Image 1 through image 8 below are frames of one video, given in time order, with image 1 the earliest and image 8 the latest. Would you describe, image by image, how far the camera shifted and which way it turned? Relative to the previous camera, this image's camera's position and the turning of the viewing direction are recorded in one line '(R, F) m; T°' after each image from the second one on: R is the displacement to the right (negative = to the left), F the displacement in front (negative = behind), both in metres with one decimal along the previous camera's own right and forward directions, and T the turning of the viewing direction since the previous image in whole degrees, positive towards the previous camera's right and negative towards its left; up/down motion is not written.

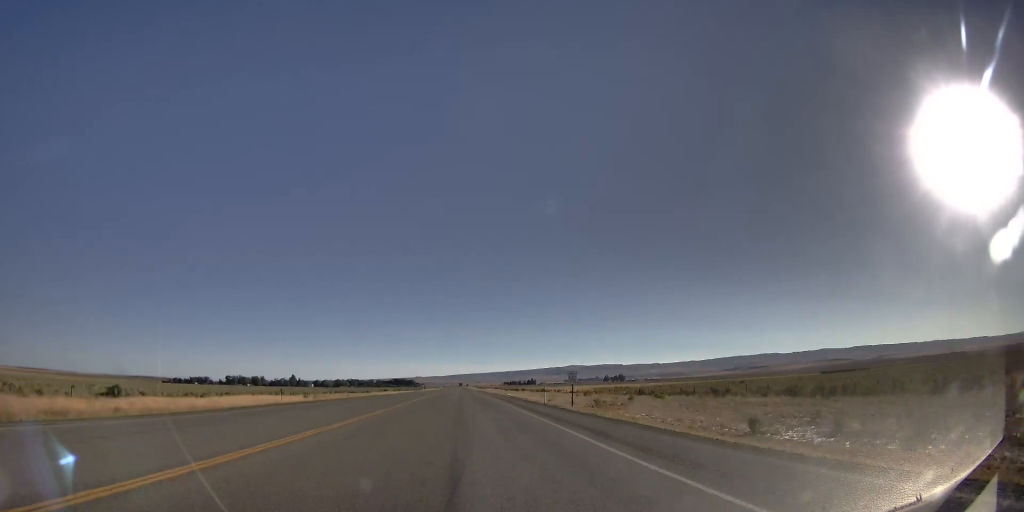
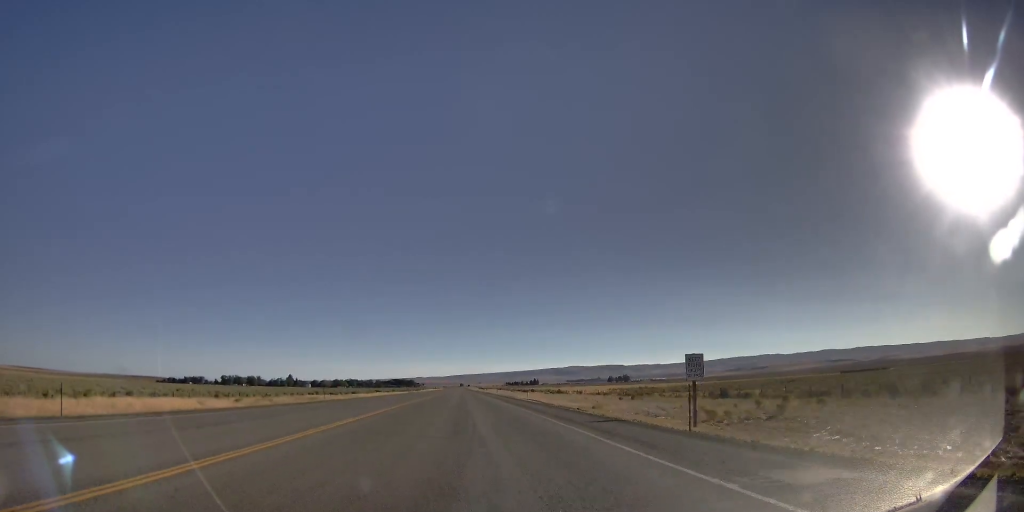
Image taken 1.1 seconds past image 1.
(+0.6, +31.5) m; -1°
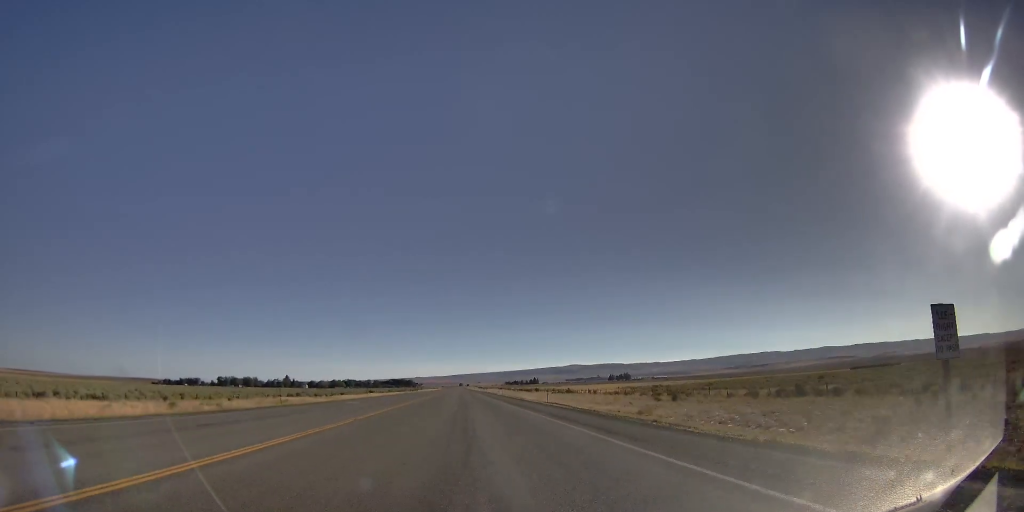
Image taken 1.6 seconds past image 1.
(-0.1, +16.8) m; -1°
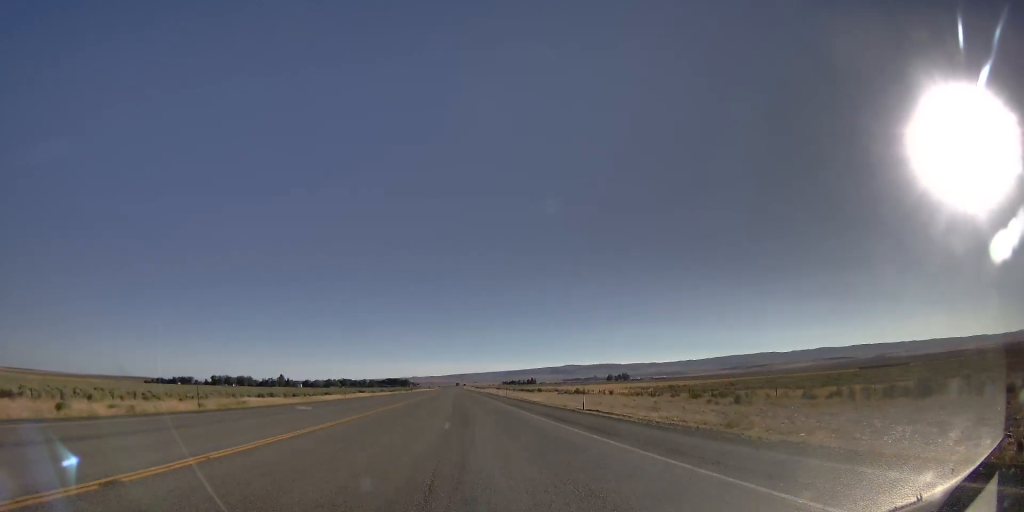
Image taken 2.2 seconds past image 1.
(-0.9, +16.8) m; 0°
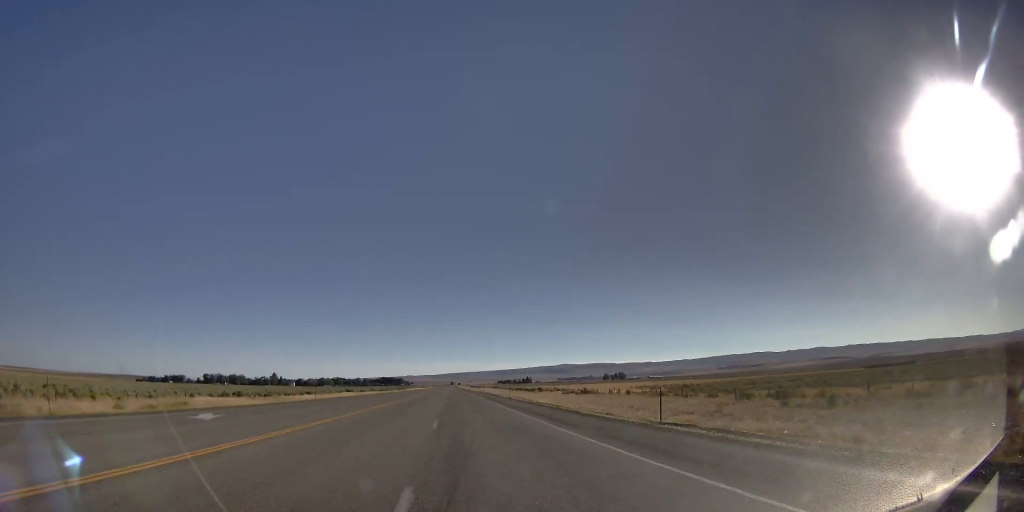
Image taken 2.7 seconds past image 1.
(+0.2, +14.8) m; 0°
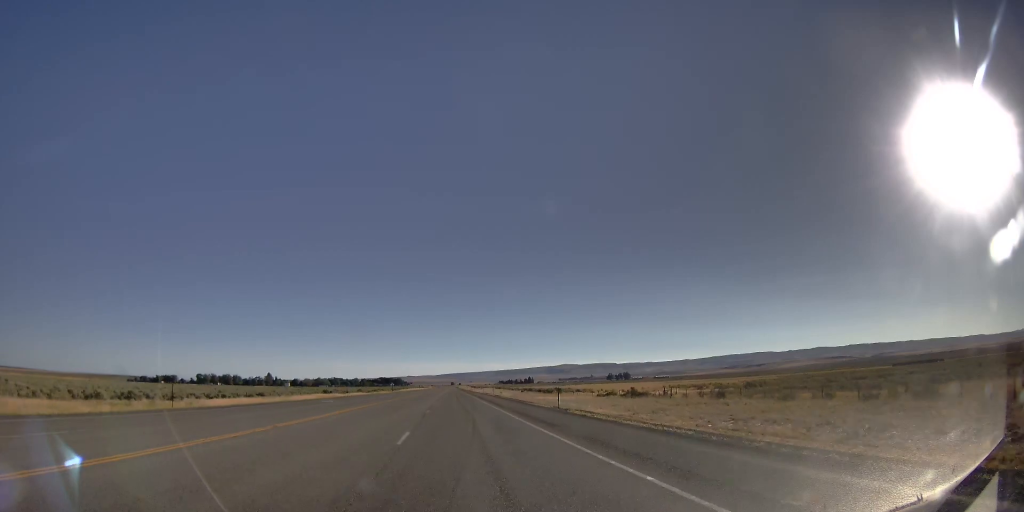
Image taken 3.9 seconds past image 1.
(+0.2, +36.7) m; 0°
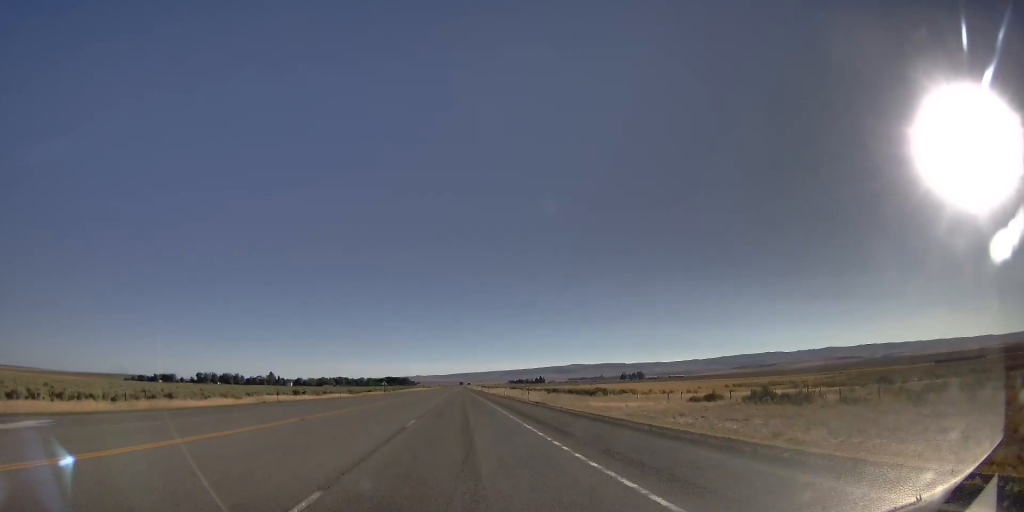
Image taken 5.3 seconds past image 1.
(+0.4, +40.5) m; 0°
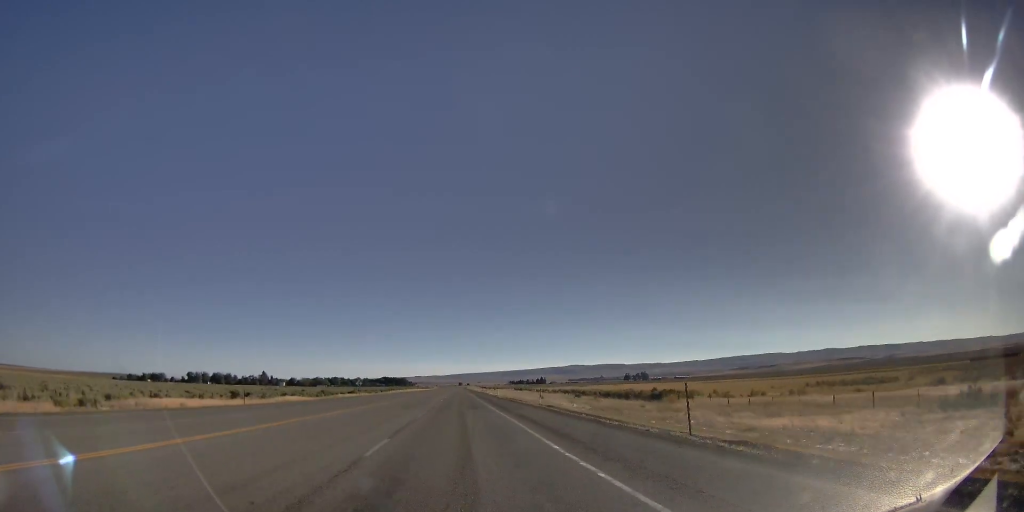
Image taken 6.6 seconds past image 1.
(-0.8, +38.5) m; +1°
